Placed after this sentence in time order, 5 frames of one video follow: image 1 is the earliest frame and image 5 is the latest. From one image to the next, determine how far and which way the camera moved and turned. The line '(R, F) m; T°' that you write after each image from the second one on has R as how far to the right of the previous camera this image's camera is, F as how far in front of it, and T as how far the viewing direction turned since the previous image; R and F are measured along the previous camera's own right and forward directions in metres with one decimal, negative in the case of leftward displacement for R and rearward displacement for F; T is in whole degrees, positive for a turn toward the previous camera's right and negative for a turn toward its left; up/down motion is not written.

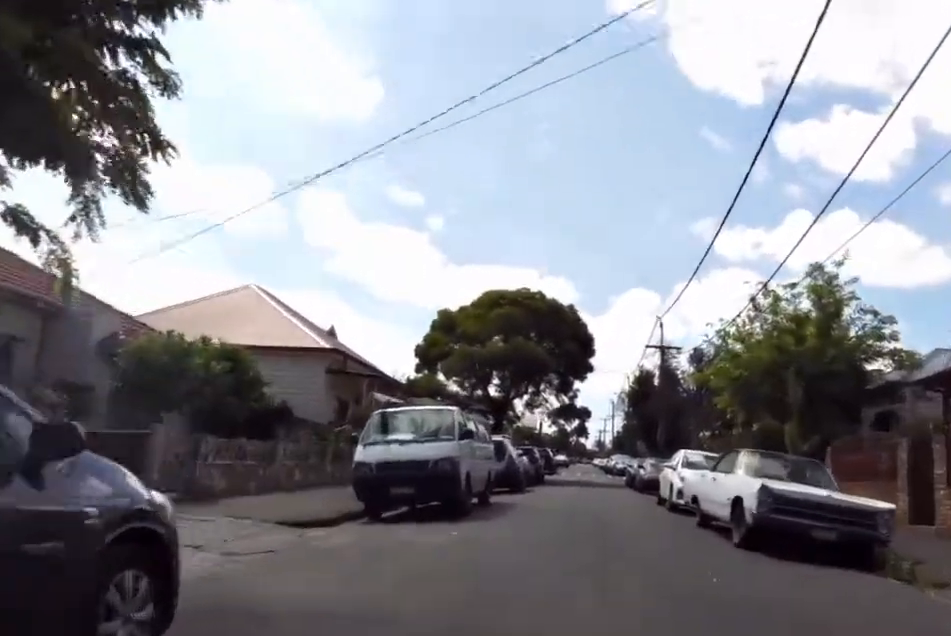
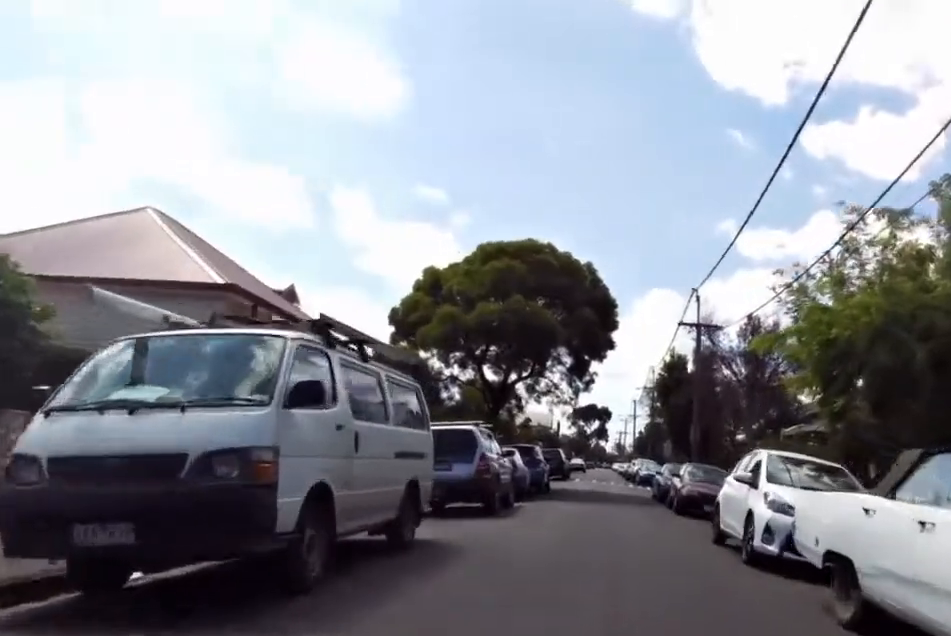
(-0.9, +8.9) m; -9°
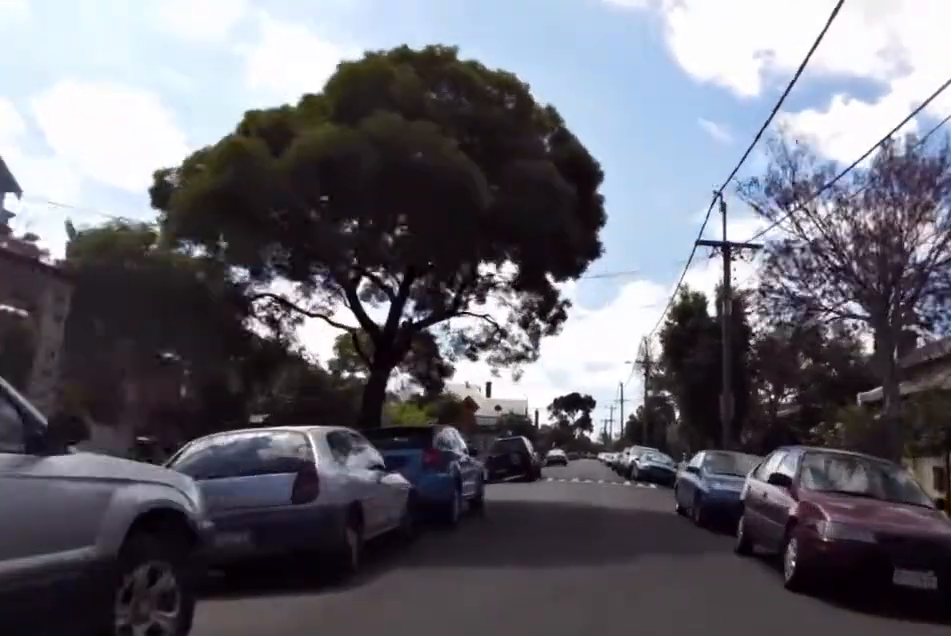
(+1.0, +14.1) m; +7°
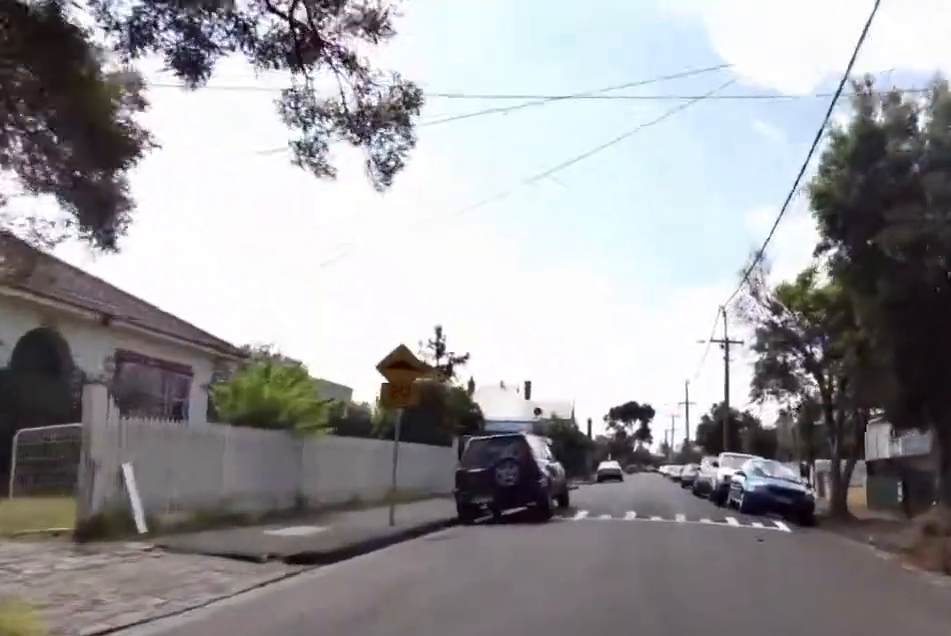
(-2.7, +14.9) m; -12°
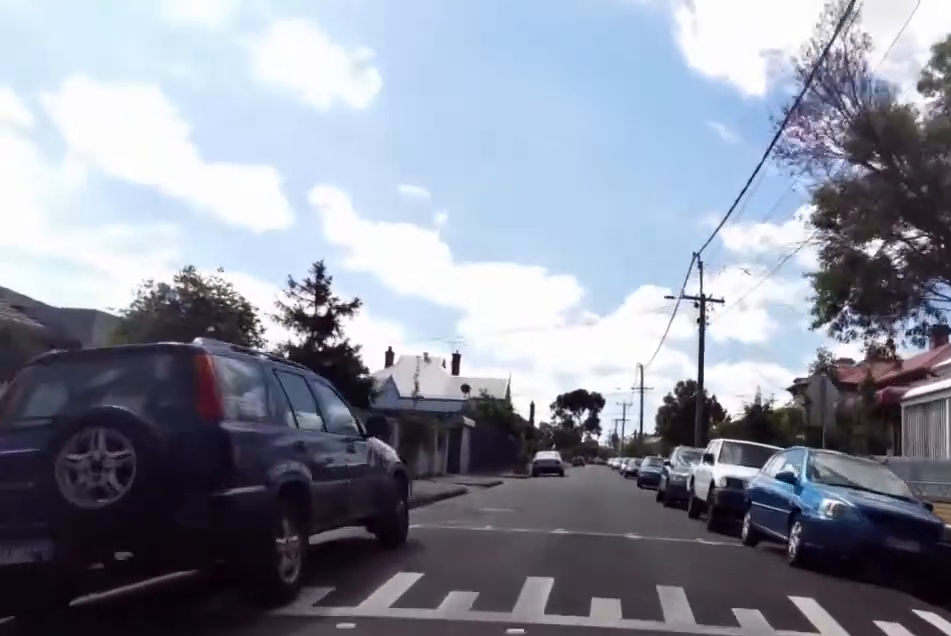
(+1.3, +9.5) m; +6°
